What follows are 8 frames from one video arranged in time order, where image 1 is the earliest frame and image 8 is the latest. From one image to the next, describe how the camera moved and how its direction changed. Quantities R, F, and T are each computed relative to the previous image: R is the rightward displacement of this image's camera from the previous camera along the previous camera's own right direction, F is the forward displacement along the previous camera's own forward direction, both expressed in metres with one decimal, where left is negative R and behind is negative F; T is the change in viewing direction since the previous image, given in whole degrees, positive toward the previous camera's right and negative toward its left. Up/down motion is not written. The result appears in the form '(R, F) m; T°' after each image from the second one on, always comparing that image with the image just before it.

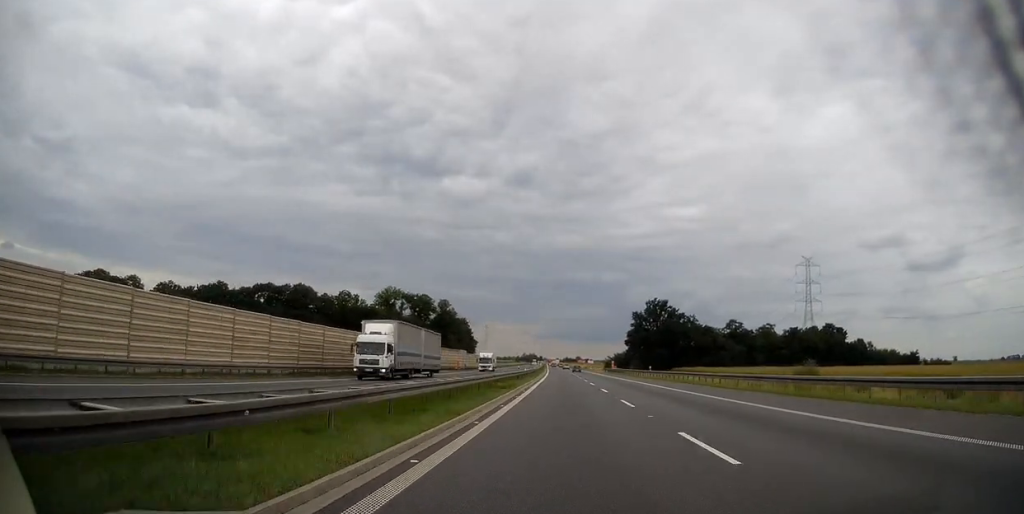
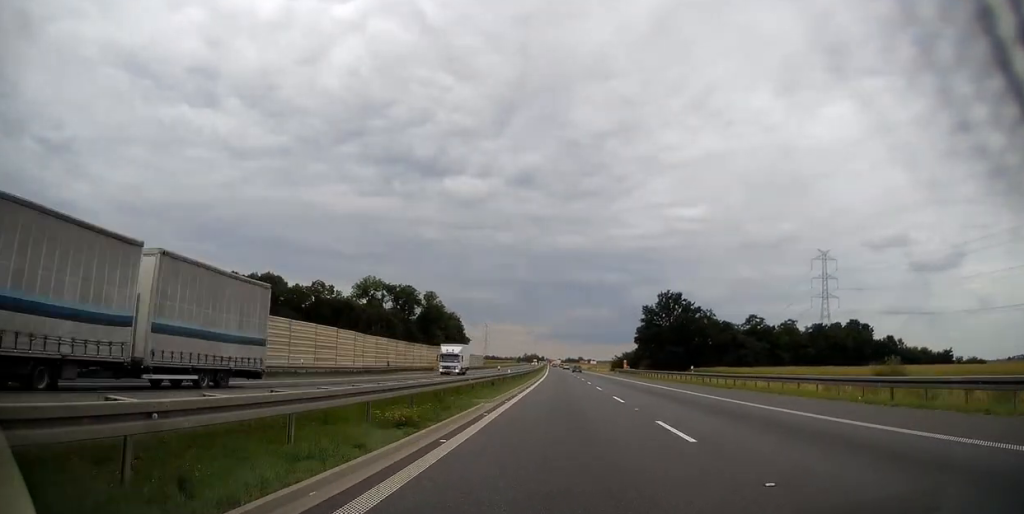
(0.0, +21.5) m; 0°
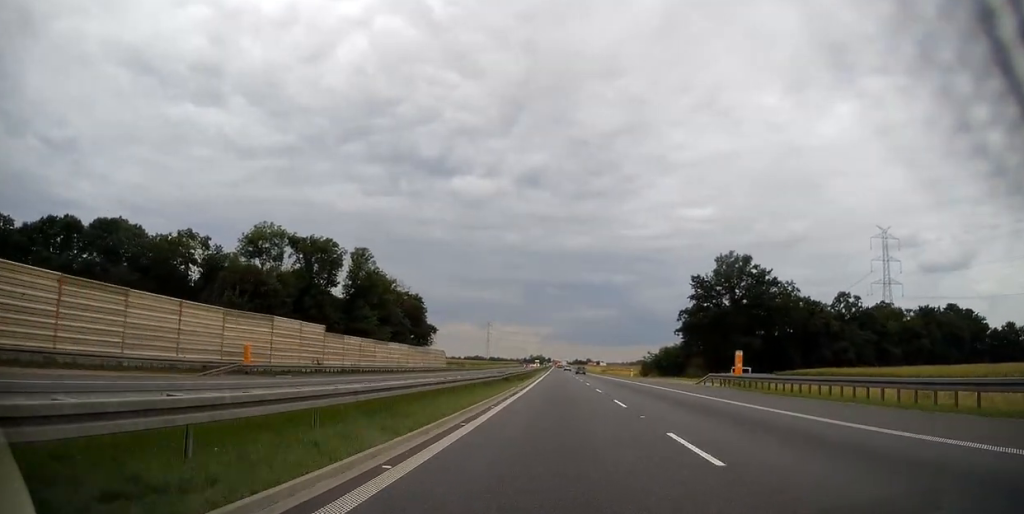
(-0.4, +62.5) m; -1°
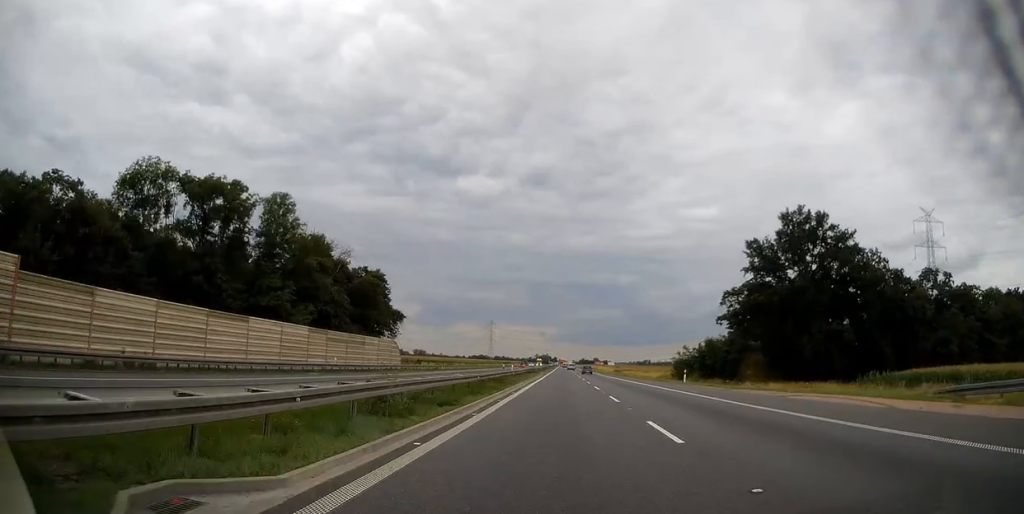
(0.0, +33.7) m; -1°
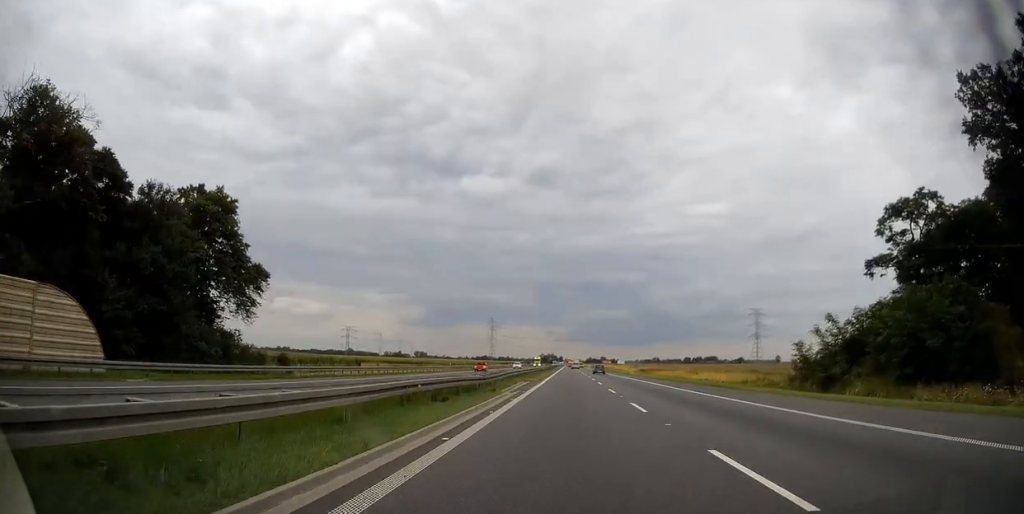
(-0.5, +52.8) m; -1°
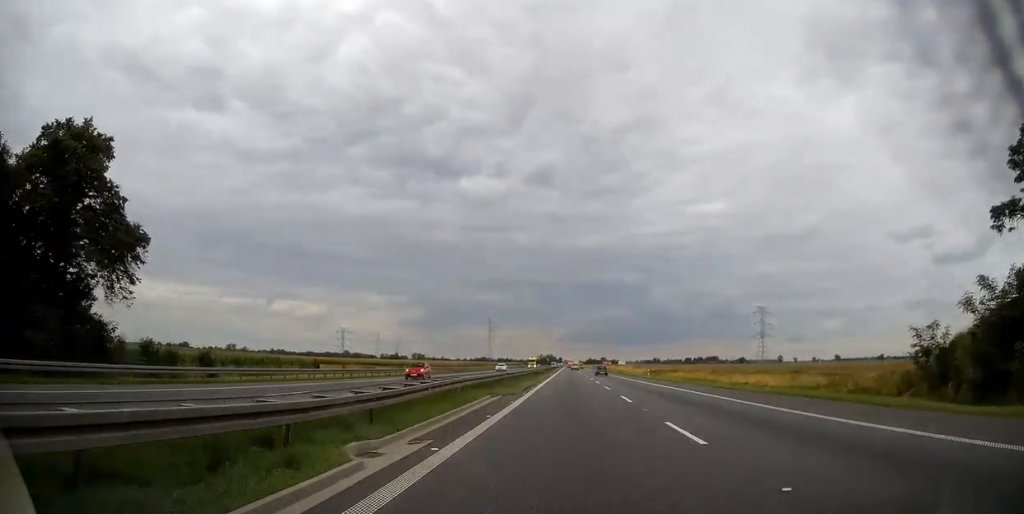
(0.0, +19.2) m; 0°
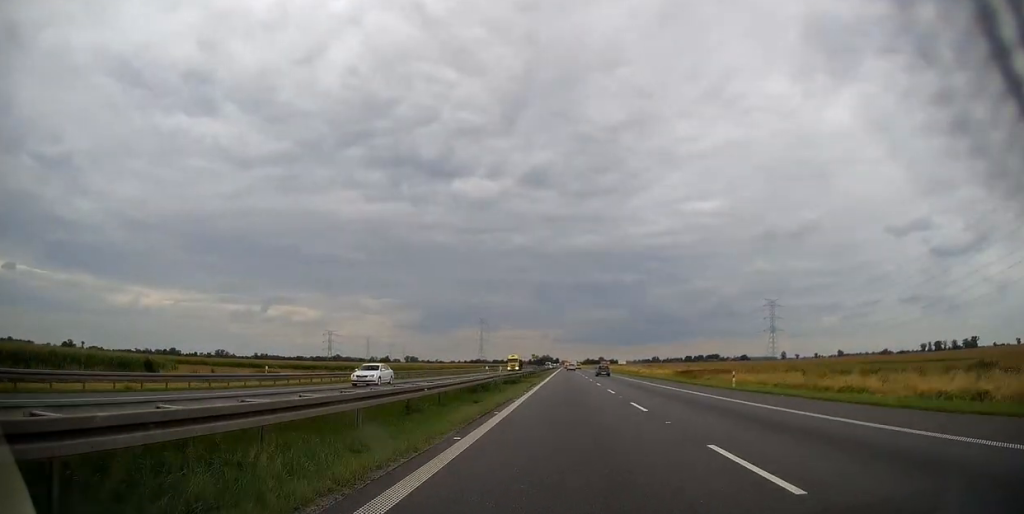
(+0.1, +40.5) m; 0°
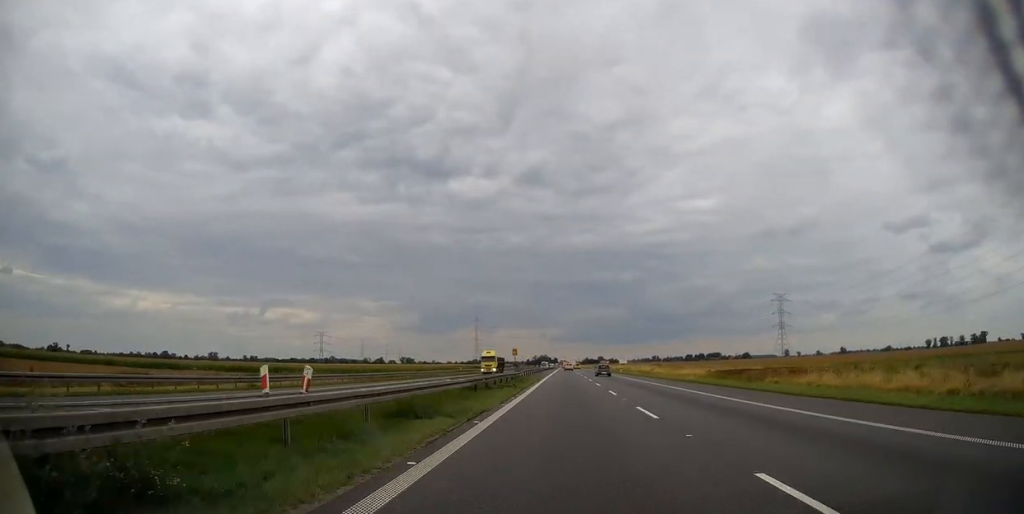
(+0.1, +27.0) m; 0°
